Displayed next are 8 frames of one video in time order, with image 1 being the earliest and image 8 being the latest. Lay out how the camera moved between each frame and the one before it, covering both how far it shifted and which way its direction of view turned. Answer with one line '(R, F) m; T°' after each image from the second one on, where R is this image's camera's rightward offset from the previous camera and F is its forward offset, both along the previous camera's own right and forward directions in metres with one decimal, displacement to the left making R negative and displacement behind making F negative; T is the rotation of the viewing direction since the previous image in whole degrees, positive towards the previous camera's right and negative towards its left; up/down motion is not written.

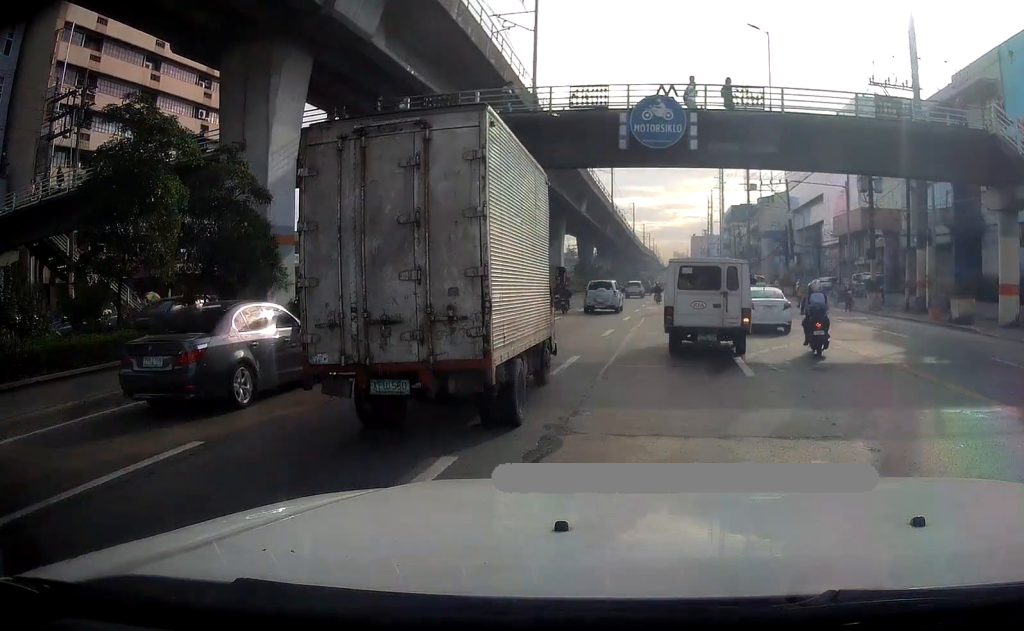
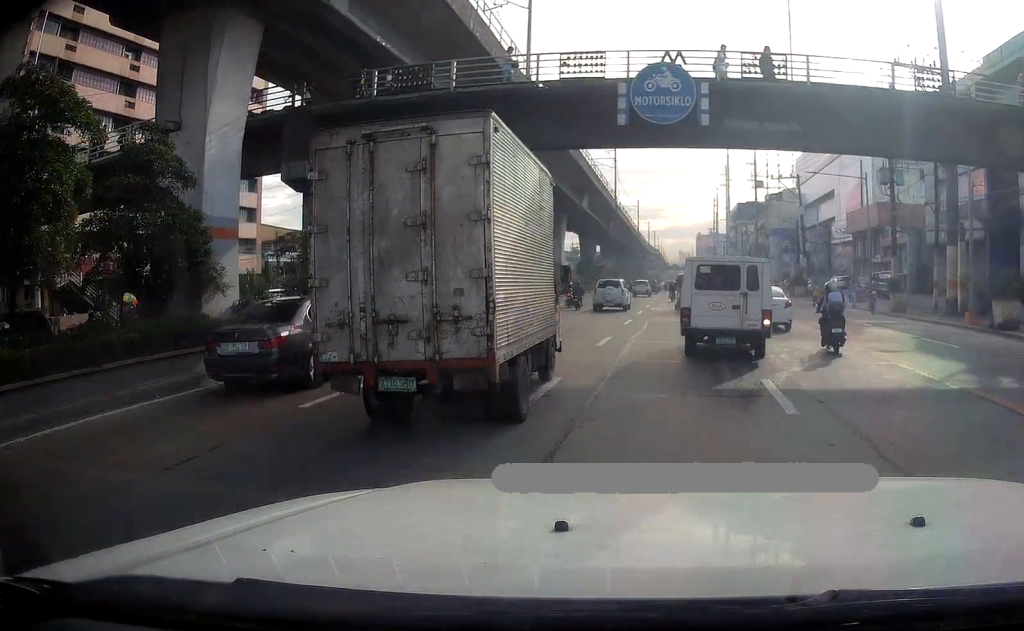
(+0.1, +3.5) m; 0°
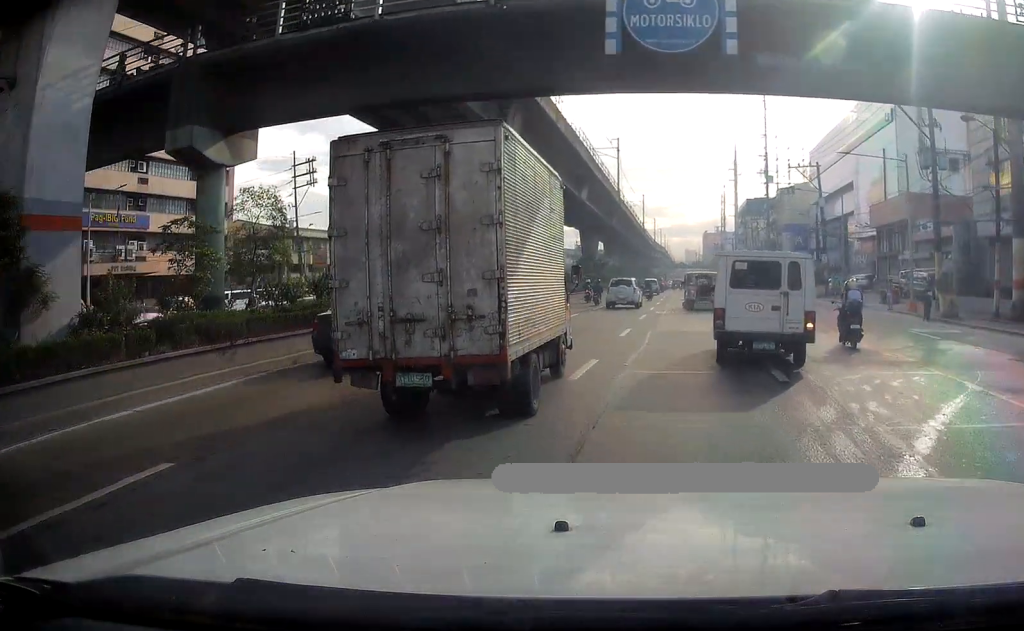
(0.0, +6.0) m; -2°
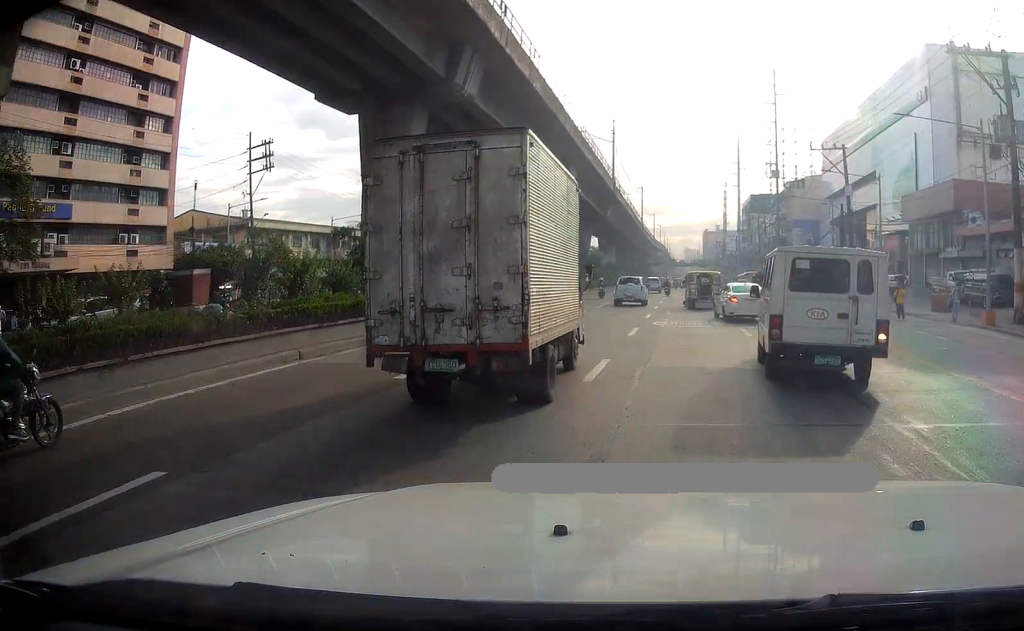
(-0.3, +9.1) m; -3°
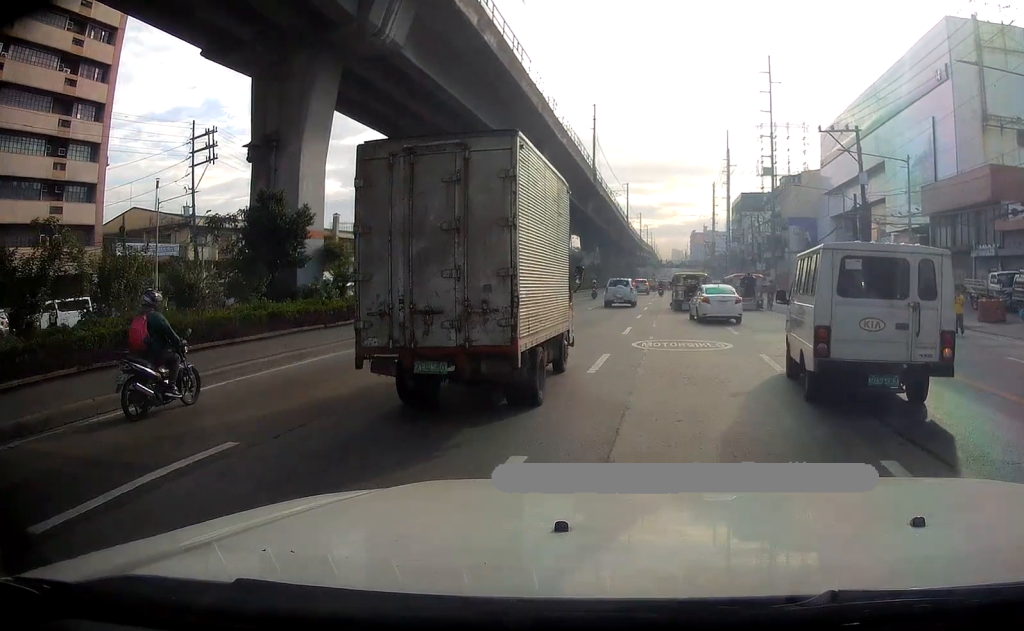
(-0.1, +7.7) m; 0°
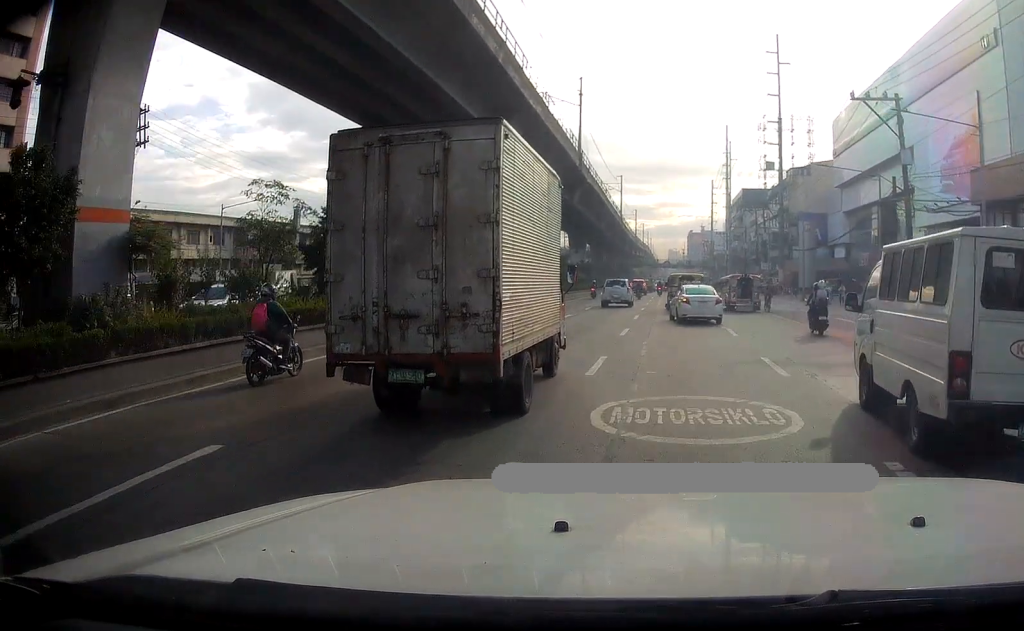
(+0.1, +9.2) m; +1°
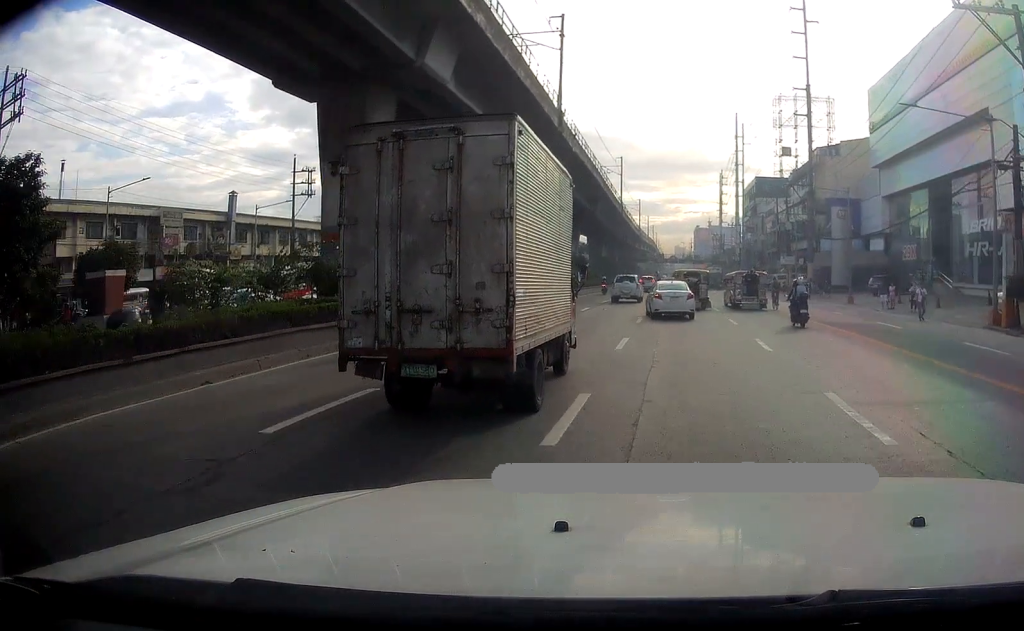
(-0.1, +14.7) m; -1°
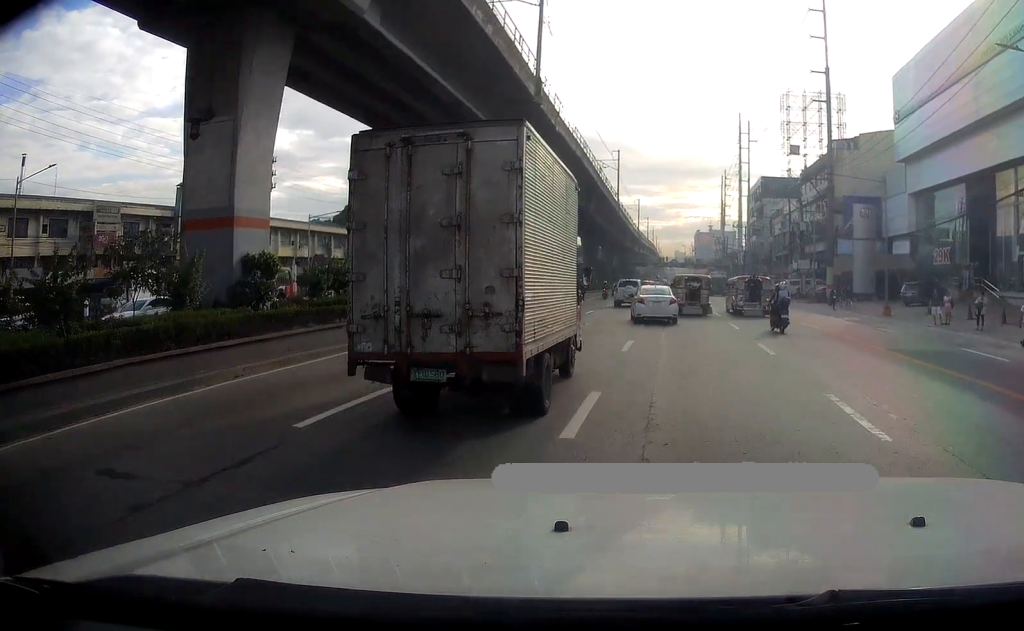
(0.0, +8.6) m; +1°
